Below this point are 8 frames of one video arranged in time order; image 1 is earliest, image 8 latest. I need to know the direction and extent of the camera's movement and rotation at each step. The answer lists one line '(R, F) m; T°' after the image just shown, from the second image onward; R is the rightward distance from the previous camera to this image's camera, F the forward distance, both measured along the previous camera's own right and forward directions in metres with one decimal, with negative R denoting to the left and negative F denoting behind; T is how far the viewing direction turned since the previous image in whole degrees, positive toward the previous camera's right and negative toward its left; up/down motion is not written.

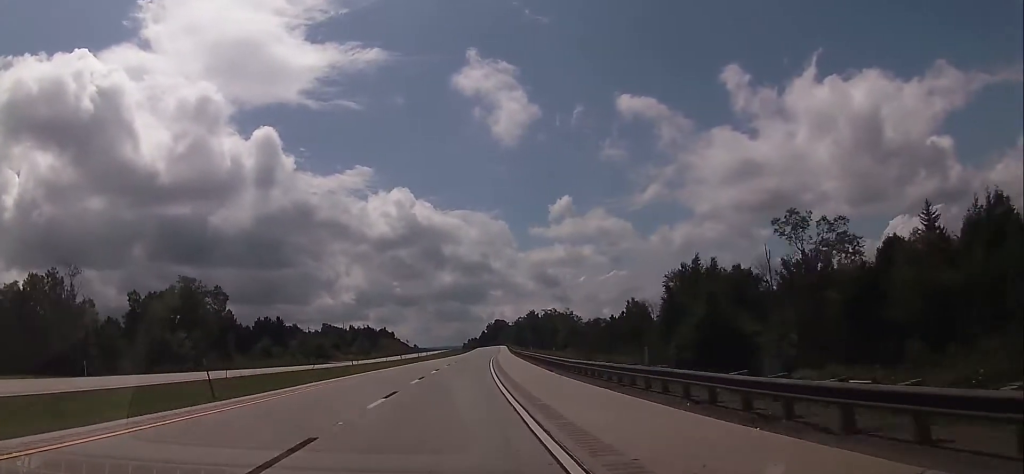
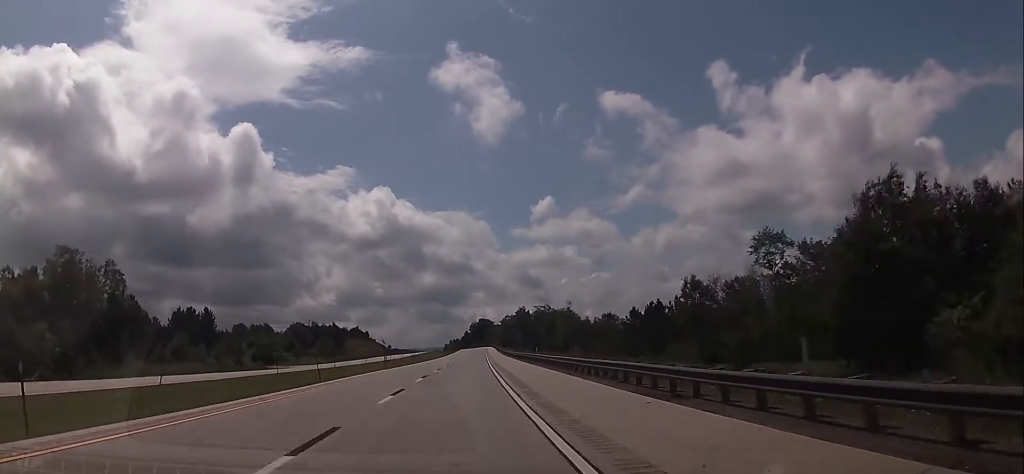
(+1.0, +35.2) m; +2°
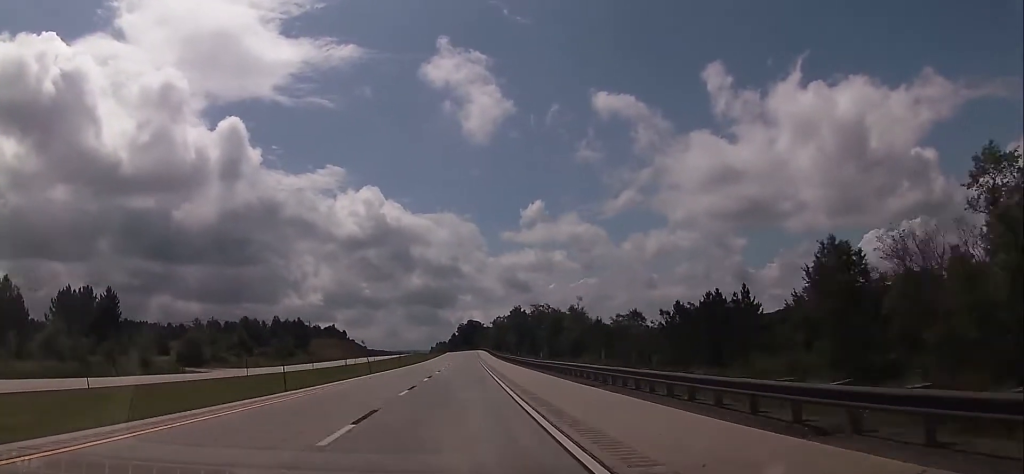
(0.0, +31.9) m; 0°
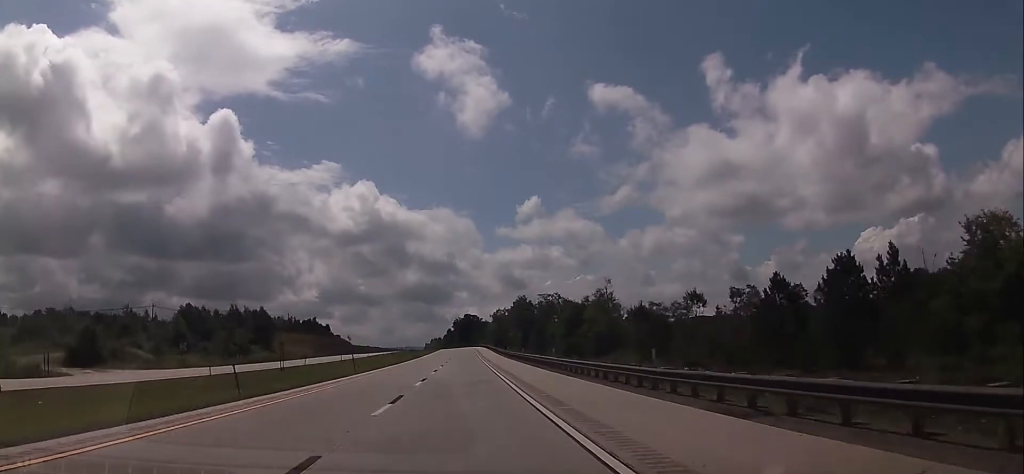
(0.0, +31.9) m; +1°
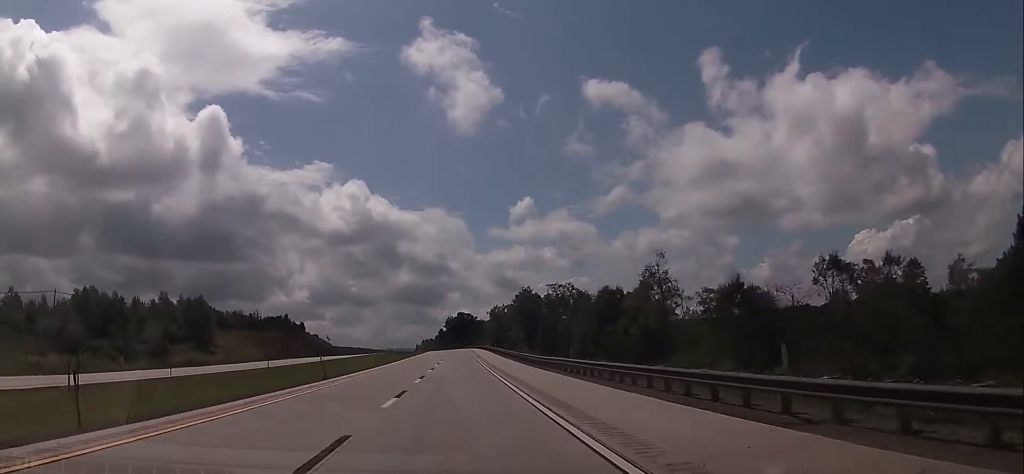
(+0.7, +34.0) m; +1°
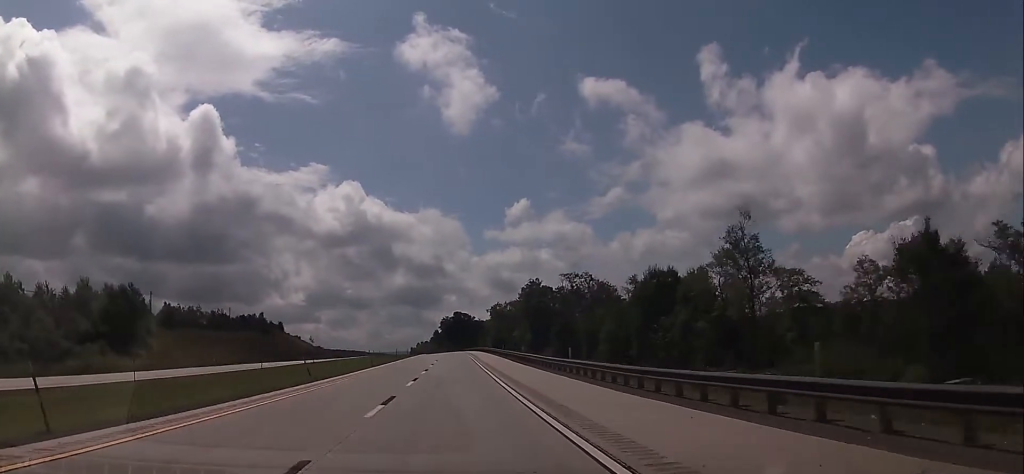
(0.0, +26.4) m; 0°
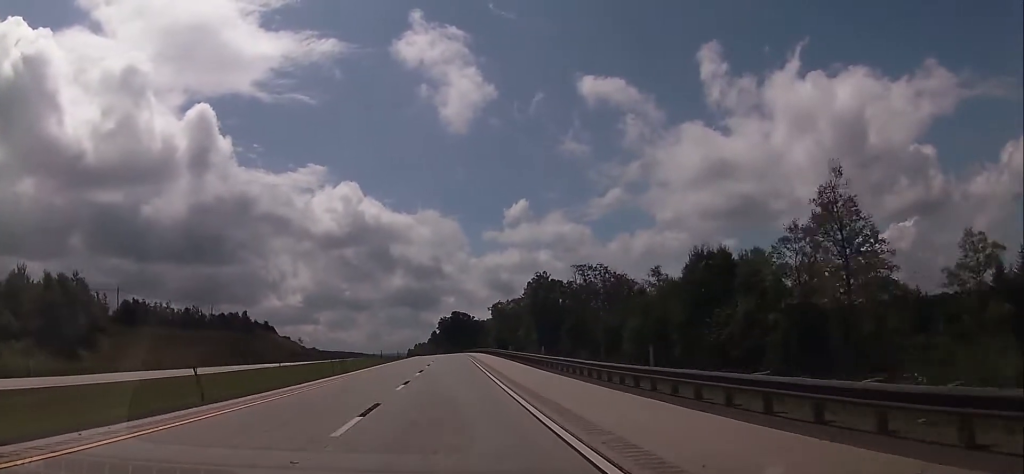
(0.0, +15.4) m; 0°
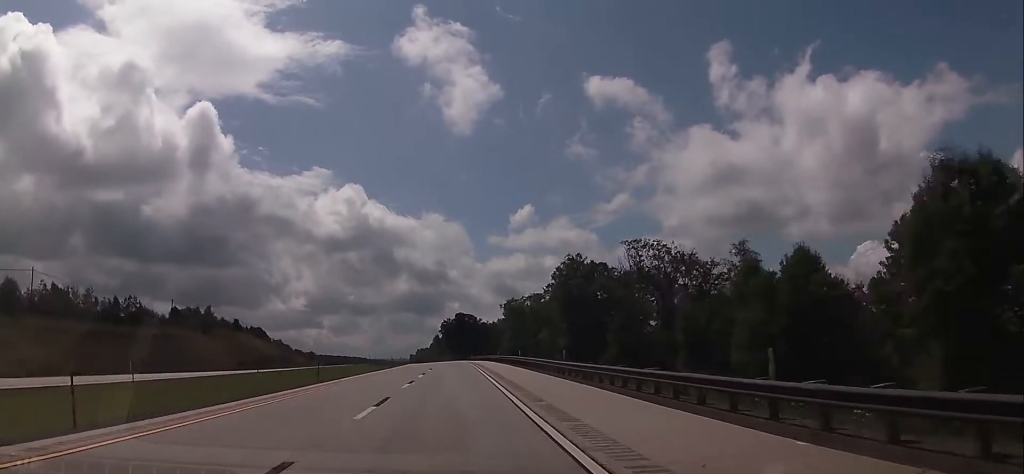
(-0.1, +33.0) m; -1°
